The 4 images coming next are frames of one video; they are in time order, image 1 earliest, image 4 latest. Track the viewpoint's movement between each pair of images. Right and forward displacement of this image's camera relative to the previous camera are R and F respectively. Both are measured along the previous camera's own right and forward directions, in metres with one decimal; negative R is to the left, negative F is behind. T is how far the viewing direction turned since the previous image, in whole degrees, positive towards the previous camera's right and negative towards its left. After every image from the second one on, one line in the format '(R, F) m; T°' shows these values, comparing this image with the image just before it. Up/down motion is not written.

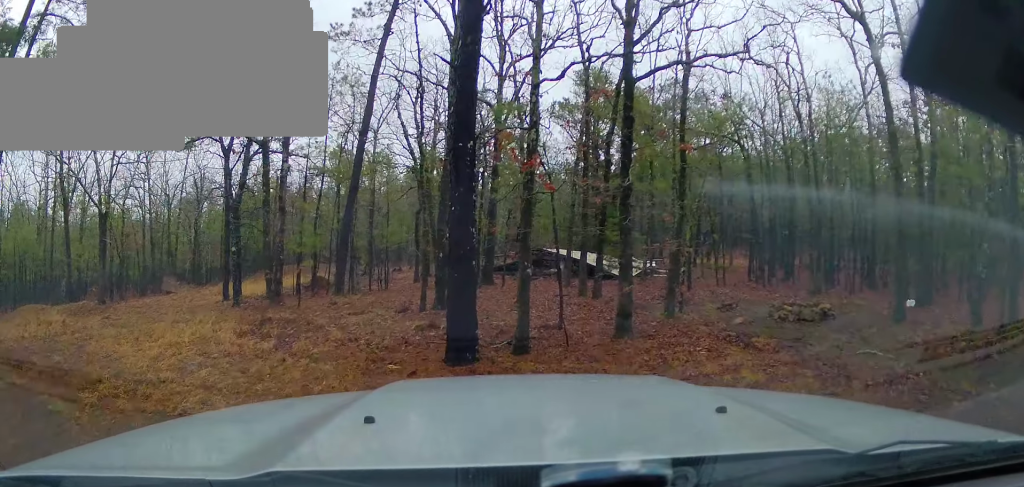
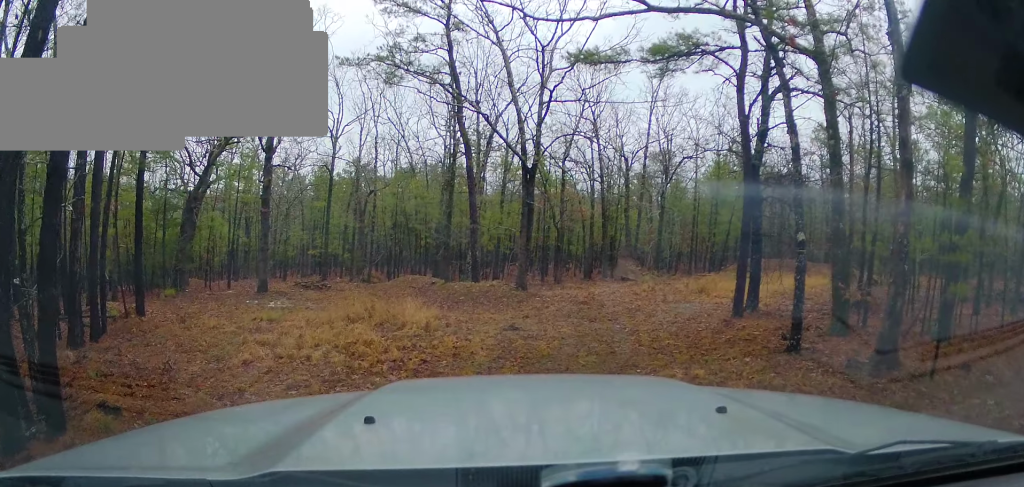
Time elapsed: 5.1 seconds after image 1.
(-3.7, +7.5) m; -37°
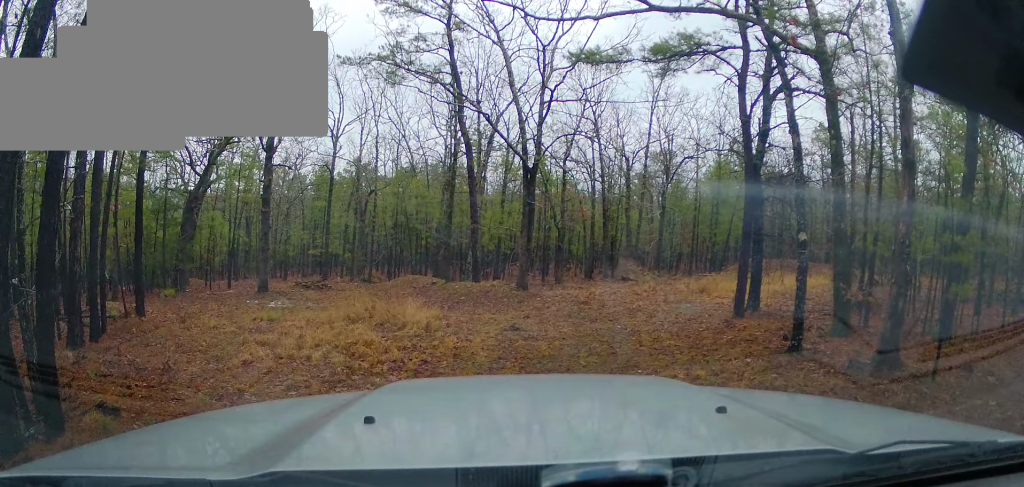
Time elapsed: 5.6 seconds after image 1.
(-0.1, -0.1) m; 0°
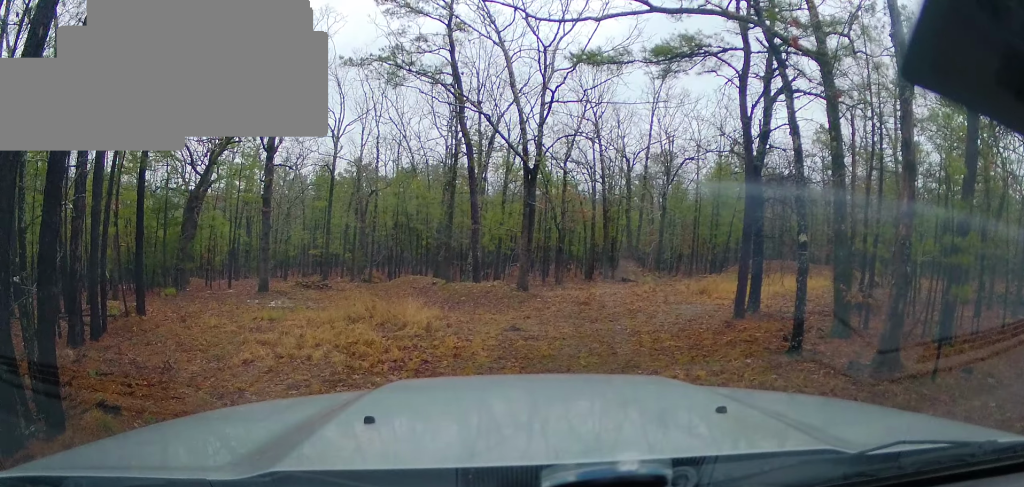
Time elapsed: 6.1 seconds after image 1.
(0.0, 0.0) m; 0°
